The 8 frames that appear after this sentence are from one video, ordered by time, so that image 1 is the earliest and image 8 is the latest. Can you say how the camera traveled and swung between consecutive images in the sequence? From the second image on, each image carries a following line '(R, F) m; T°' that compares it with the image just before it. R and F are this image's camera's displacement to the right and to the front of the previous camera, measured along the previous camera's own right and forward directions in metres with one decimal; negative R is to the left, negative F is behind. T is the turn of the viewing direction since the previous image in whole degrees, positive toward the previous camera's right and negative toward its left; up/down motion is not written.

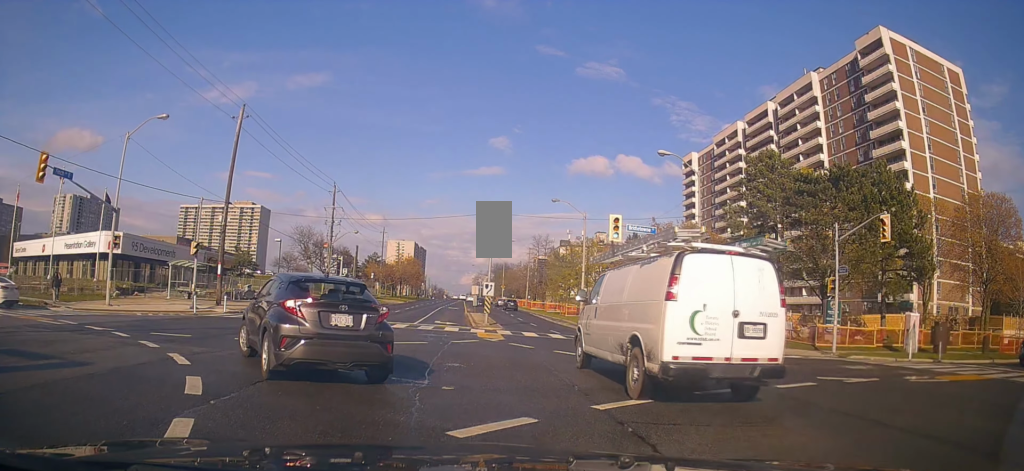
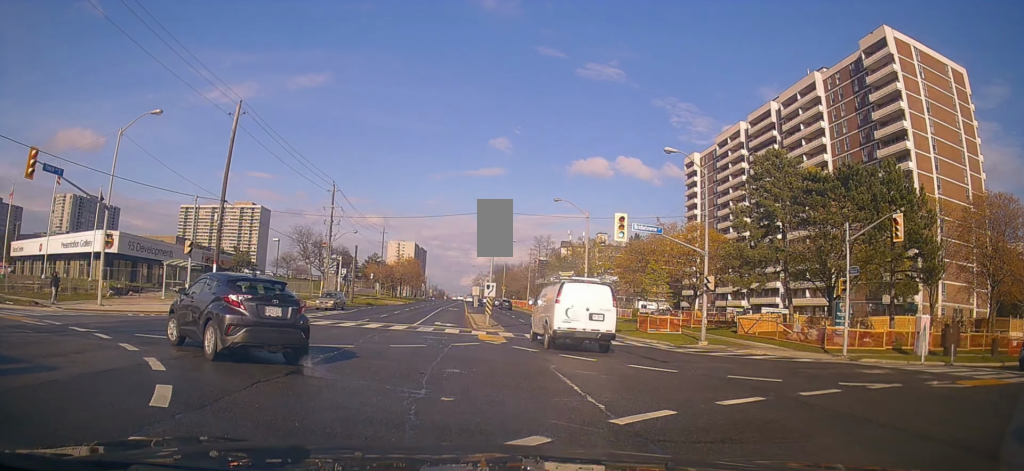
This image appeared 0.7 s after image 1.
(-0.3, +0.9) m; 0°
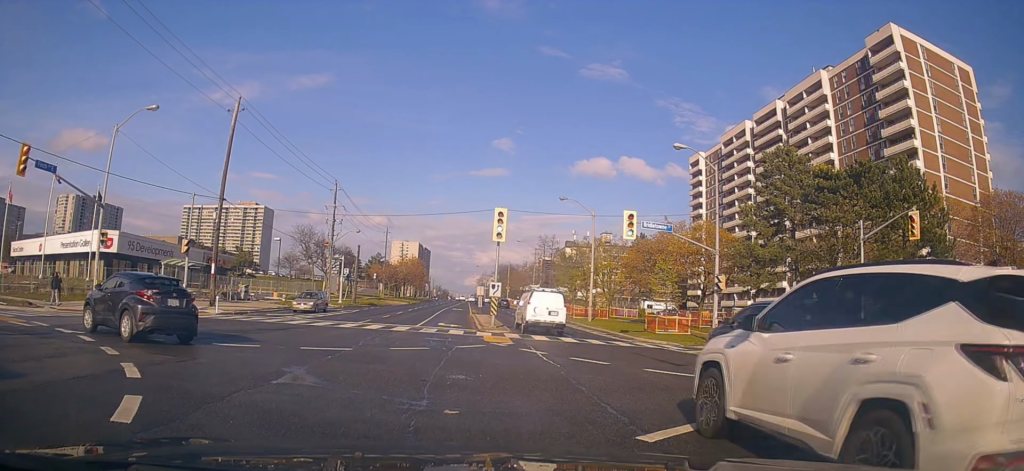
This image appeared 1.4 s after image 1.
(-0.5, +0.9) m; 0°
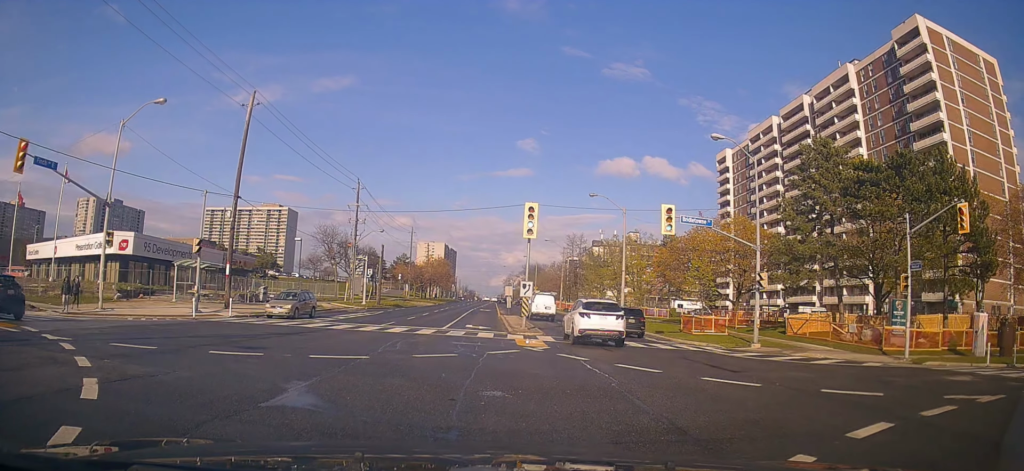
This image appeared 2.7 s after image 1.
(-0.1, +1.4) m; 0°
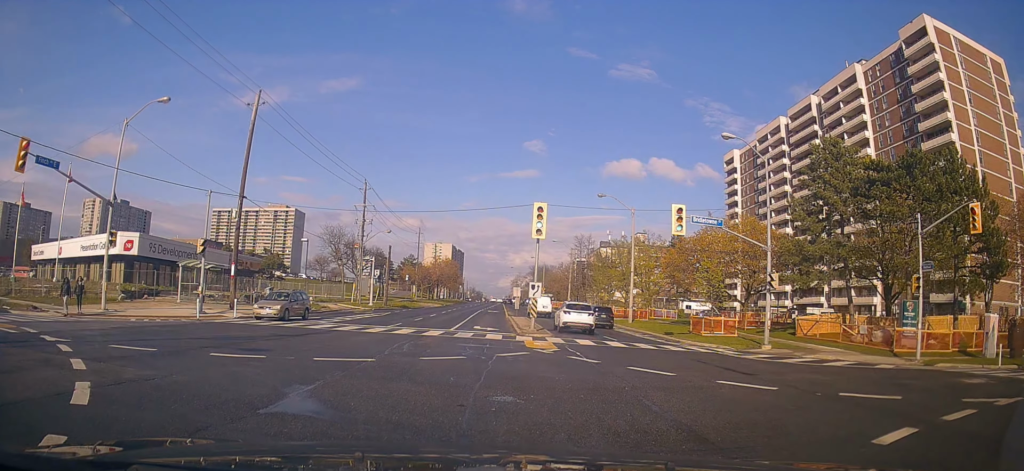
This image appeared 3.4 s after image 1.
(-0.4, +0.2) m; 0°
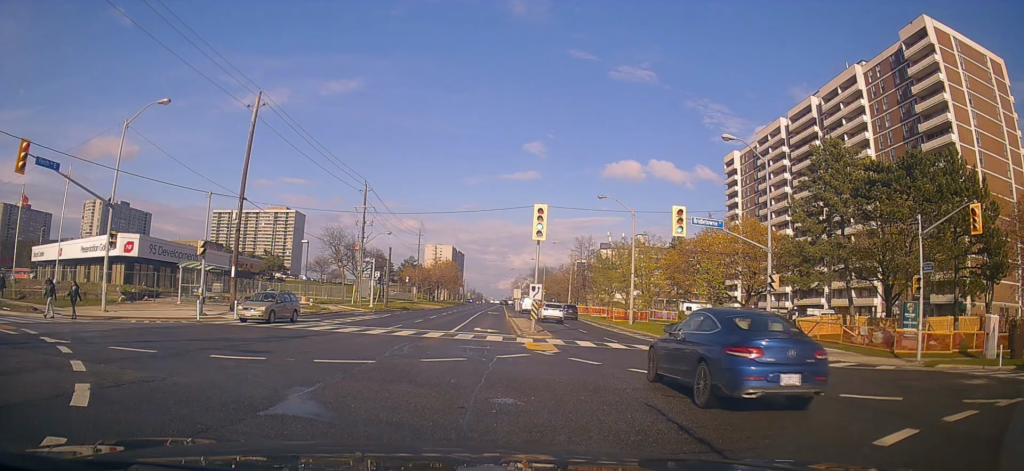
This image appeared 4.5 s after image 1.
(0.0, 0.0) m; 0°
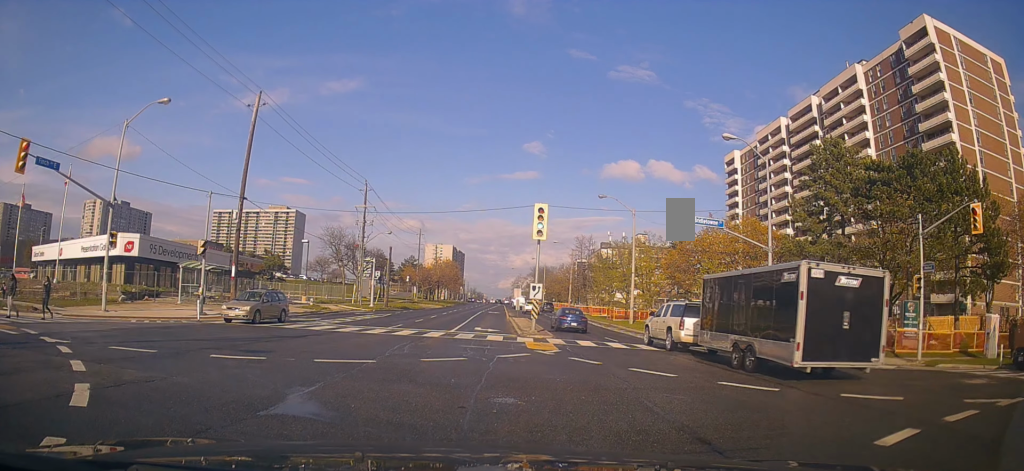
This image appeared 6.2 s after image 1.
(0.0, 0.0) m; 0°
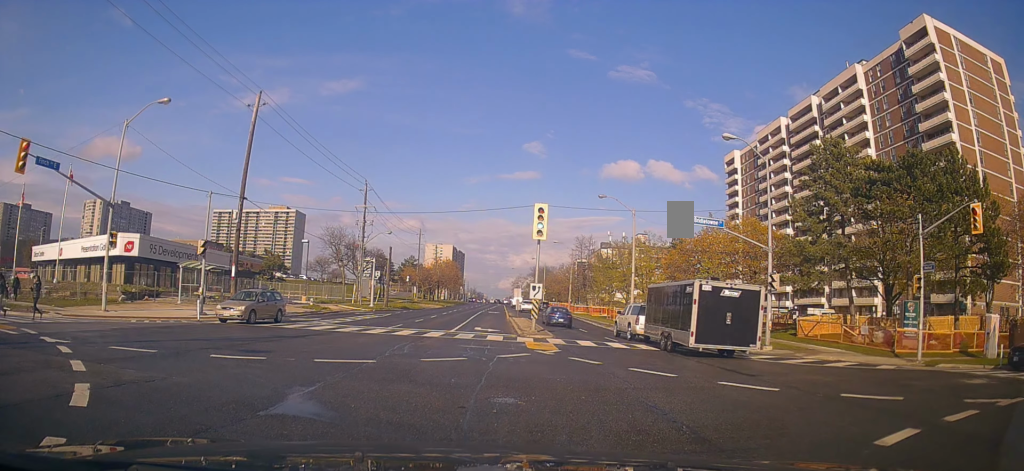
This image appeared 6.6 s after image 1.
(0.0, 0.0) m; 0°
